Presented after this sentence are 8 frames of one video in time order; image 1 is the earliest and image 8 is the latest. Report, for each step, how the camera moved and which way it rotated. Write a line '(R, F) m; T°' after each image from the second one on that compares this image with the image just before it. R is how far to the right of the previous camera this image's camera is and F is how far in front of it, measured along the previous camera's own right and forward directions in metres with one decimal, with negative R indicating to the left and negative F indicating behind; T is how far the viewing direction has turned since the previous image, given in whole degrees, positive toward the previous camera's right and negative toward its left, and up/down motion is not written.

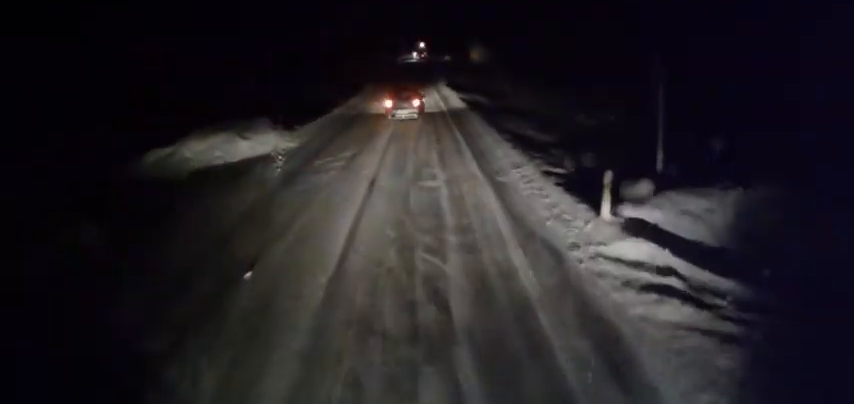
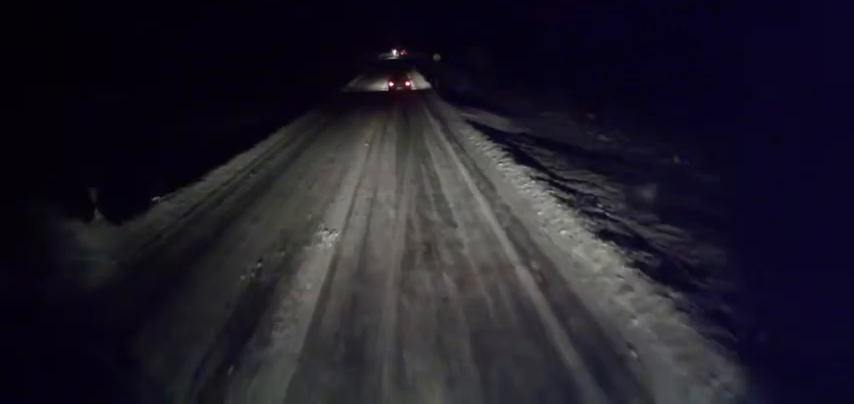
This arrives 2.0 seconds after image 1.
(+0.4, +10.8) m; +3°
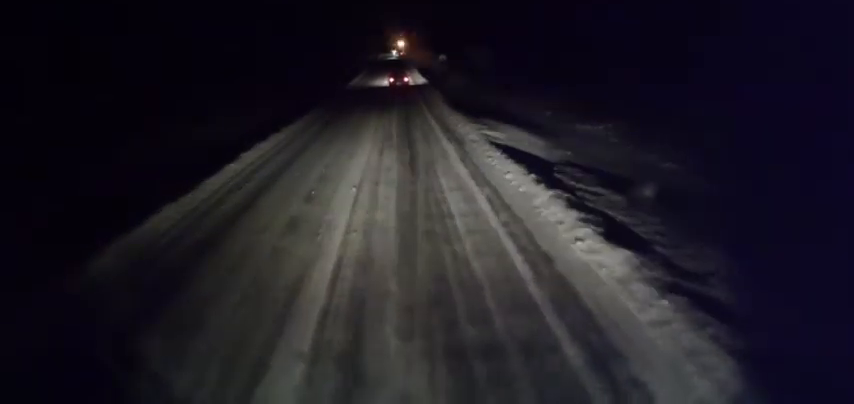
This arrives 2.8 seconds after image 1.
(+0.2, +5.2) m; +2°
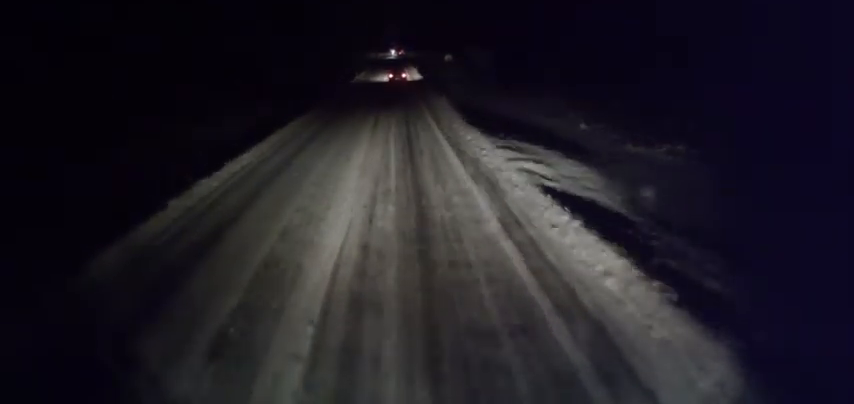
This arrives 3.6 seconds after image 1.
(0.0, +5.4) m; -1°
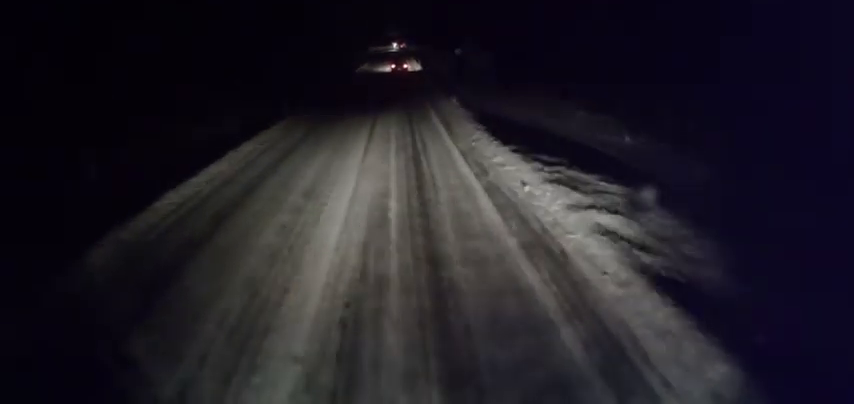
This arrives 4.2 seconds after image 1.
(0.0, +4.3) m; -1°
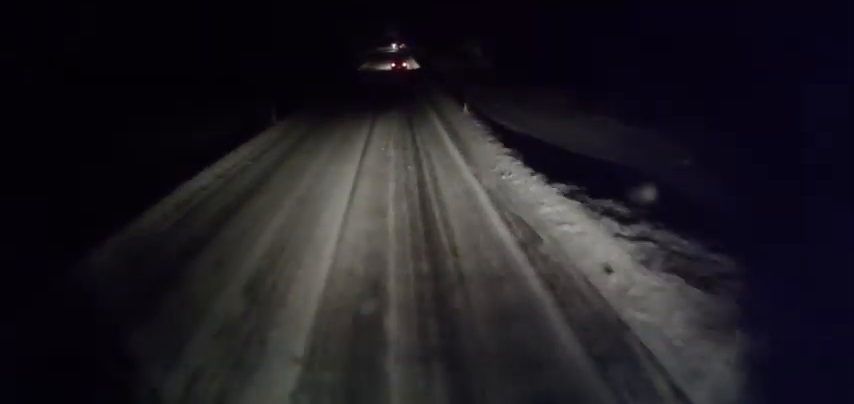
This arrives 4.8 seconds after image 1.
(-0.2, +4.0) m; 0°
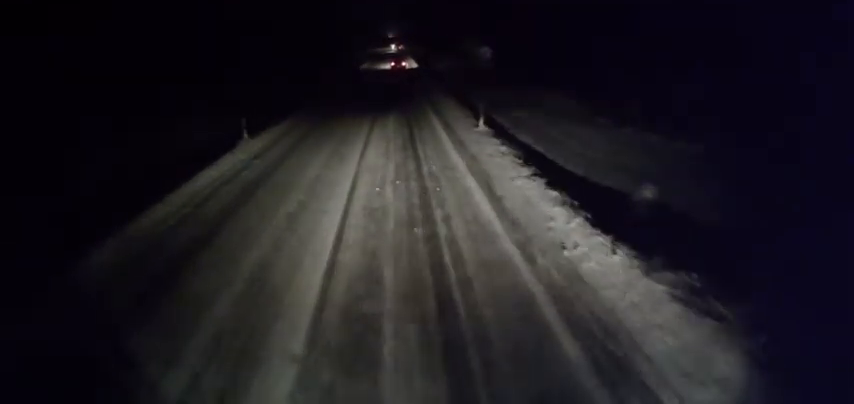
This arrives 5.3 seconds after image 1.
(-0.1, +4.4) m; 0°
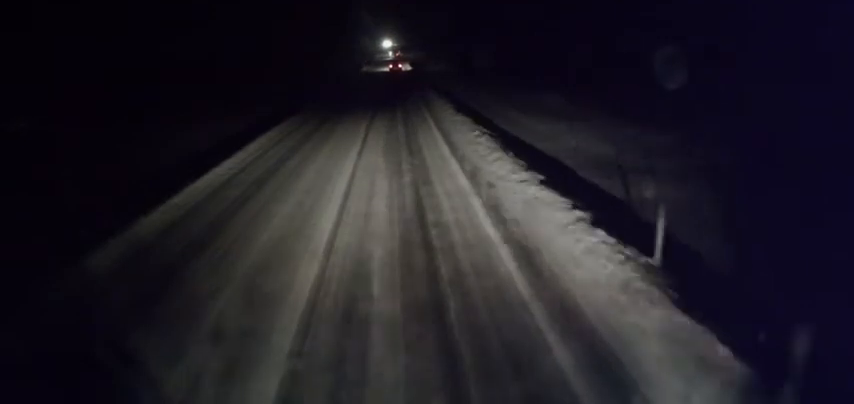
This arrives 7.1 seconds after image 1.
(+0.4, +14.5) m; +3°
